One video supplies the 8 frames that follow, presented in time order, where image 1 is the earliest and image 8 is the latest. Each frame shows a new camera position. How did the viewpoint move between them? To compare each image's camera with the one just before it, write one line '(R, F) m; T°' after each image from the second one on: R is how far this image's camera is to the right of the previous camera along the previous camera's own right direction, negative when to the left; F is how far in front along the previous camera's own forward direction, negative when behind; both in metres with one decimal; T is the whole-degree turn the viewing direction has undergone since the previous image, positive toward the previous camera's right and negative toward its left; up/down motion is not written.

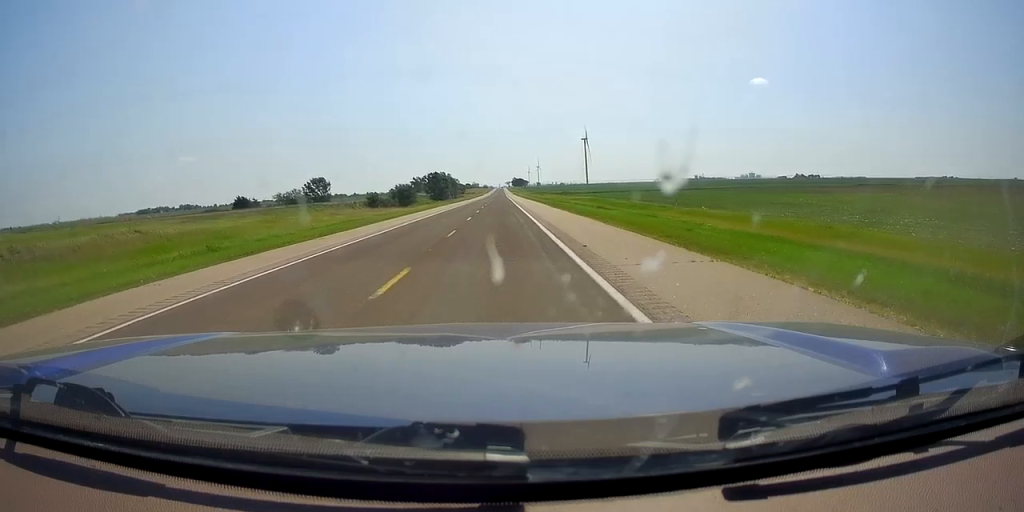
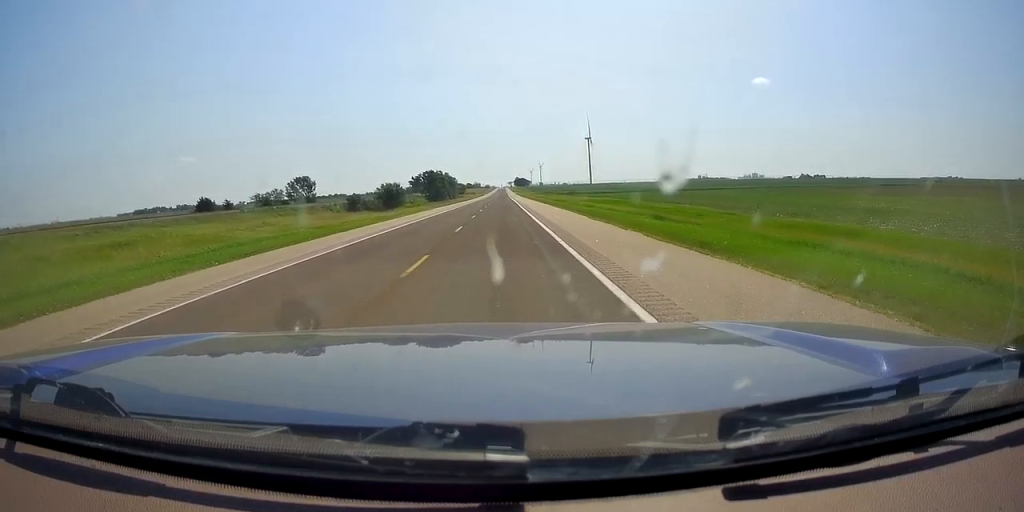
(0.0, +21.8) m; 0°
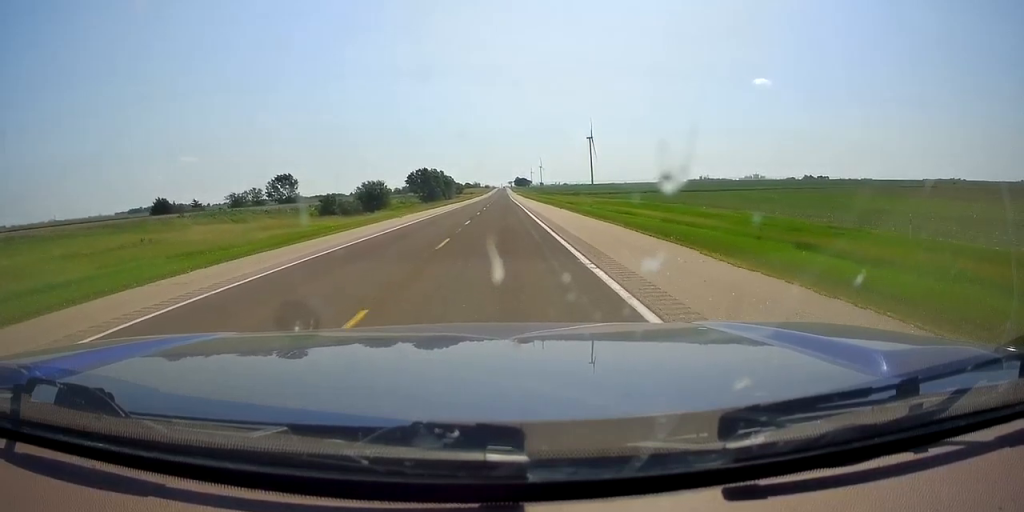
(0.0, +19.2) m; 0°
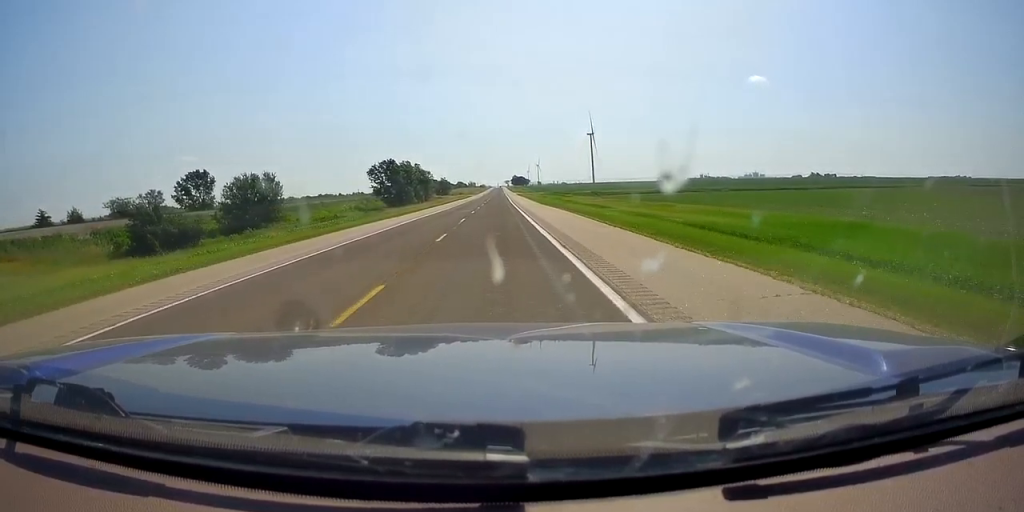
(-0.7, +59.1) m; 0°
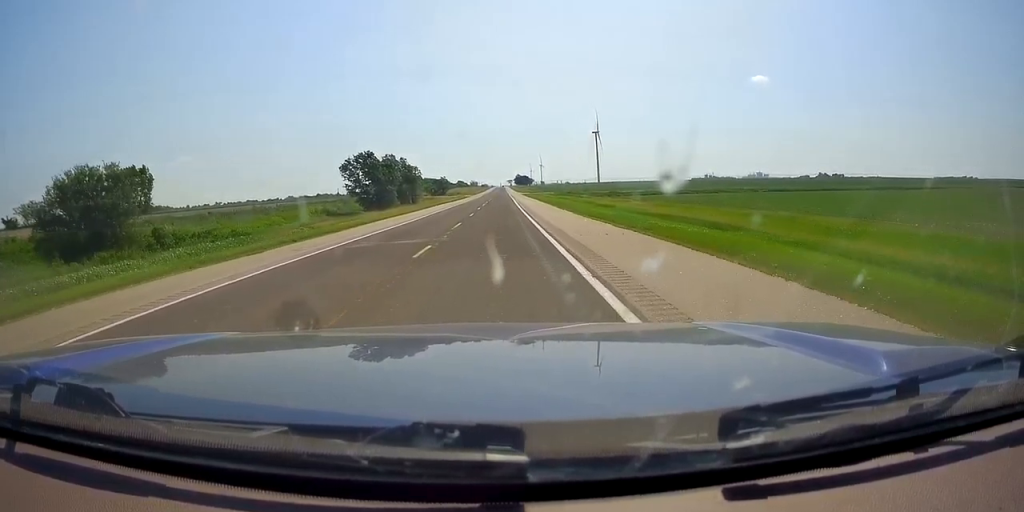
(+0.4, +29.5) m; +1°
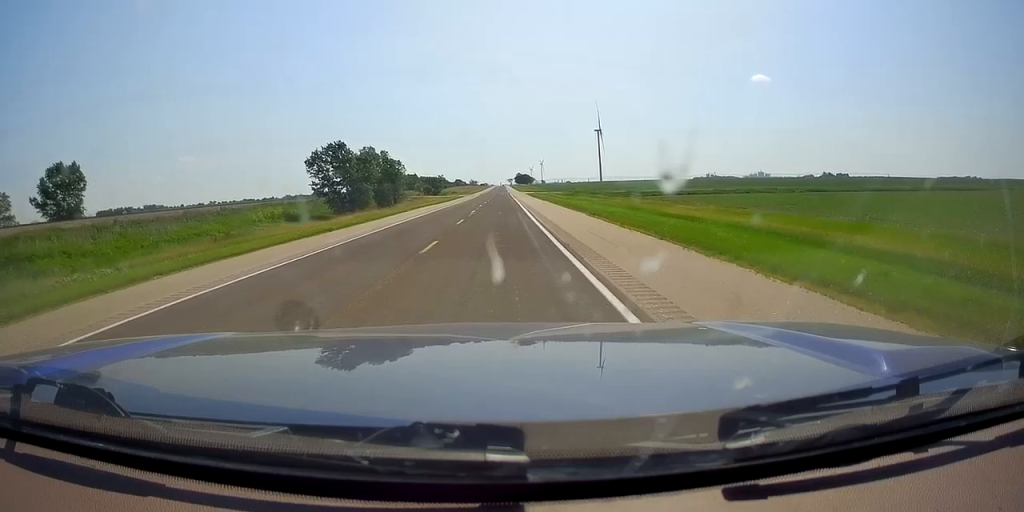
(0.0, +23.2) m; 0°
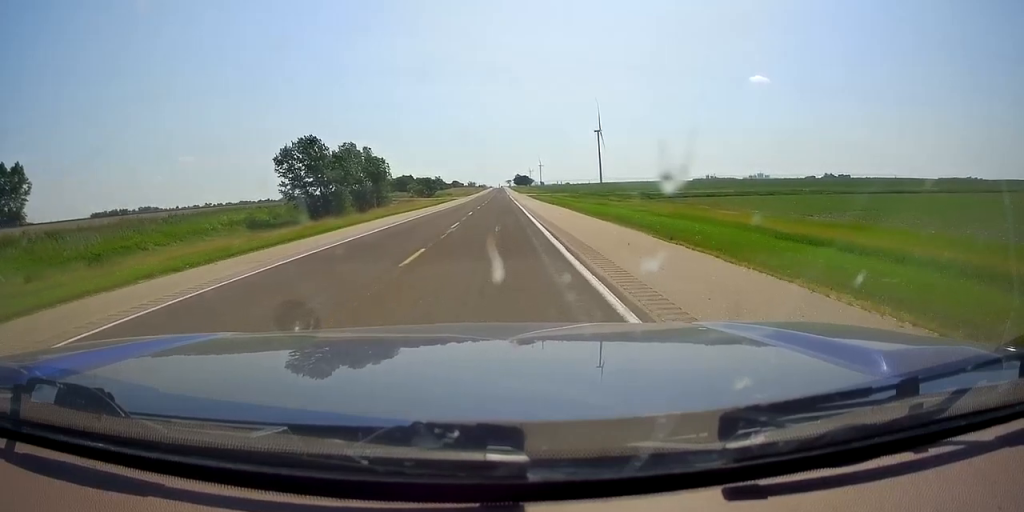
(0.0, +14.9) m; 0°
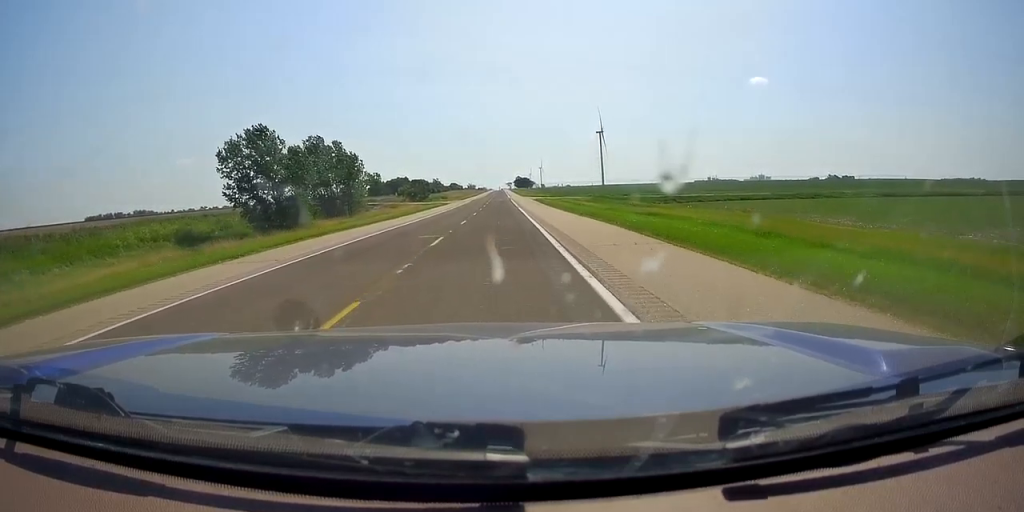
(0.0, +19.6) m; 0°
